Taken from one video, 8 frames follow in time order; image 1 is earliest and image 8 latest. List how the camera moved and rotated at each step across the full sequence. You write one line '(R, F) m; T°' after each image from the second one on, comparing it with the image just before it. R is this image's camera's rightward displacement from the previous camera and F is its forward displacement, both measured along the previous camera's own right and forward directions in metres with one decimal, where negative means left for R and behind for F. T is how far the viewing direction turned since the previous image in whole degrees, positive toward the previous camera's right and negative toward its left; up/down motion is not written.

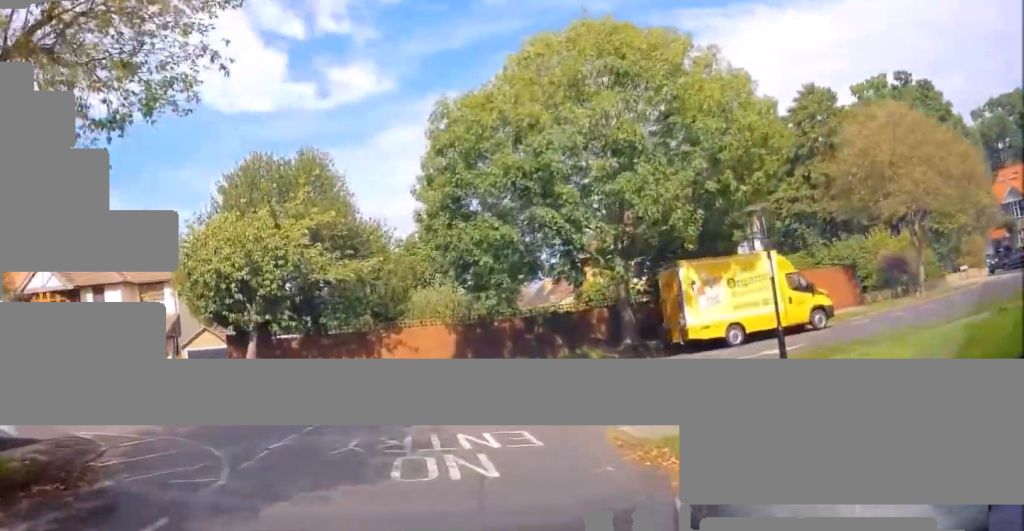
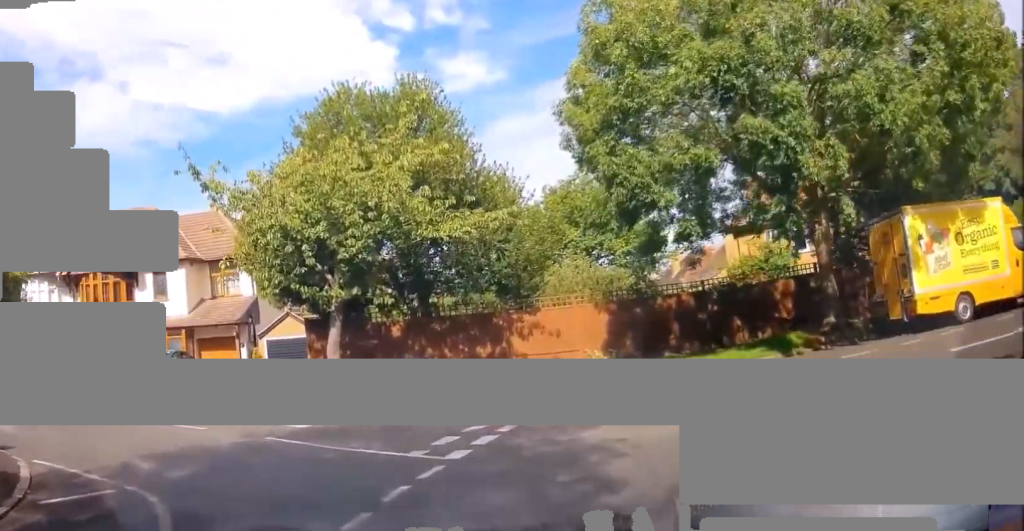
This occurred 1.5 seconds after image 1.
(-0.9, +6.3) m; -16°
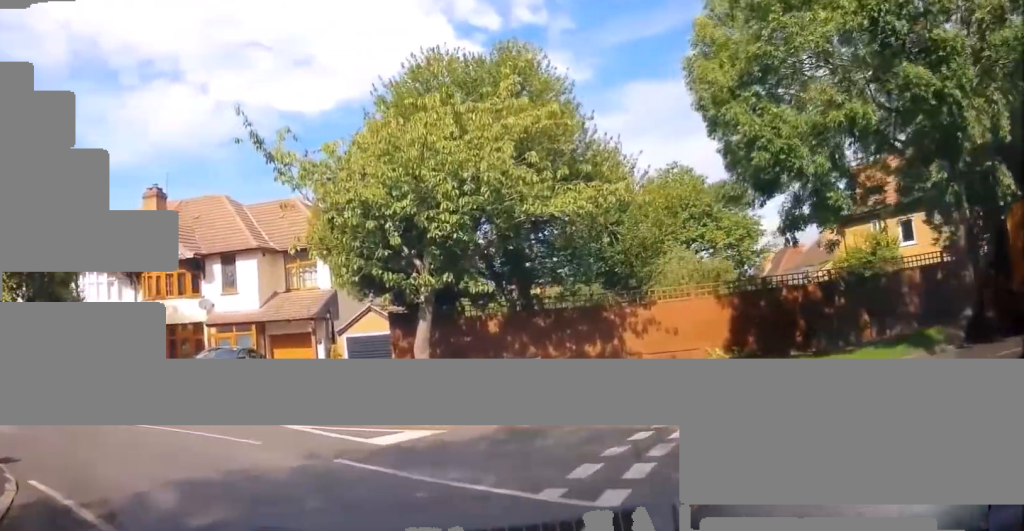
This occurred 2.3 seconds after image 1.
(0.0, +2.7) m; -9°
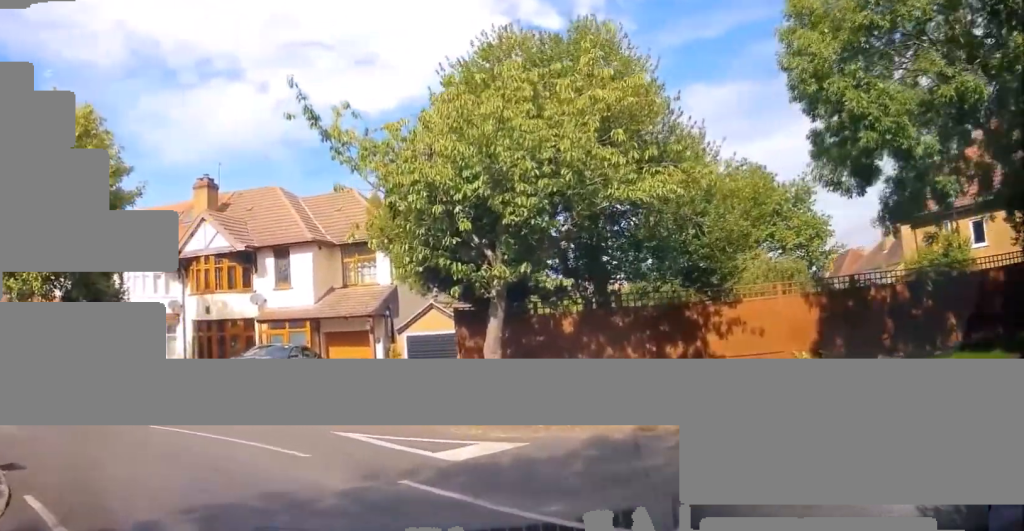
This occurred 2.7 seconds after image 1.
(-0.2, +1.3) m; -5°
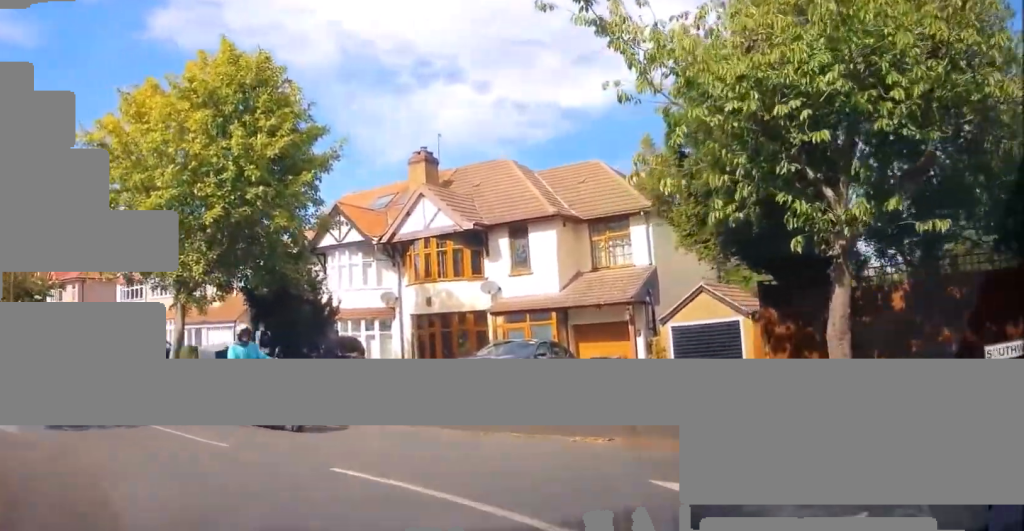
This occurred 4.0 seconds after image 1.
(-0.5, +4.2) m; -21°
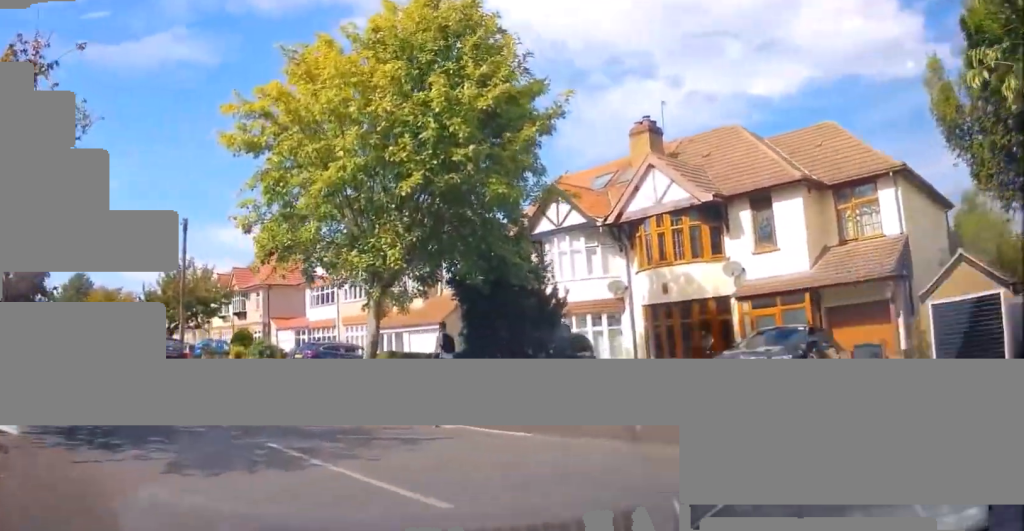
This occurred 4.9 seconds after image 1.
(-0.6, +3.0) m; -18°
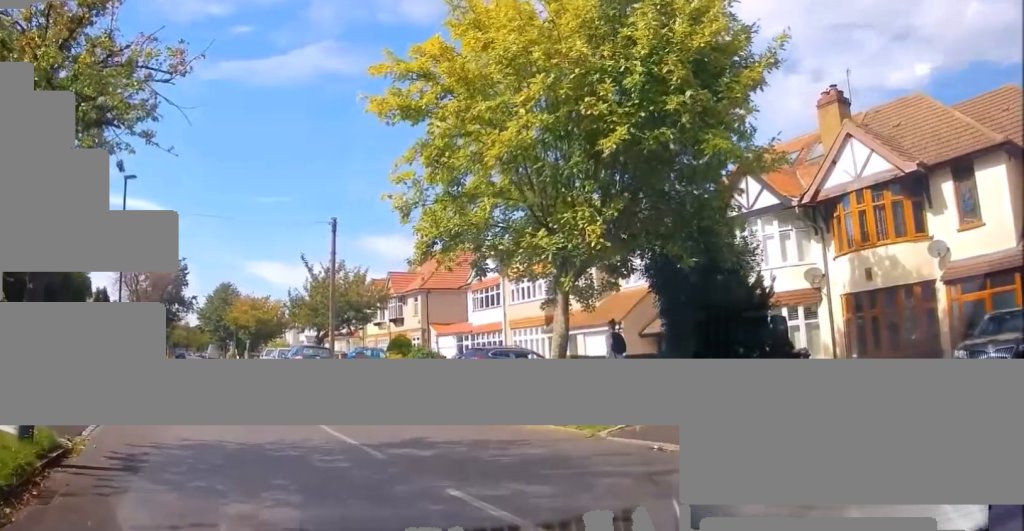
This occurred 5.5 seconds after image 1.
(-0.3, +2.7) m; -9°
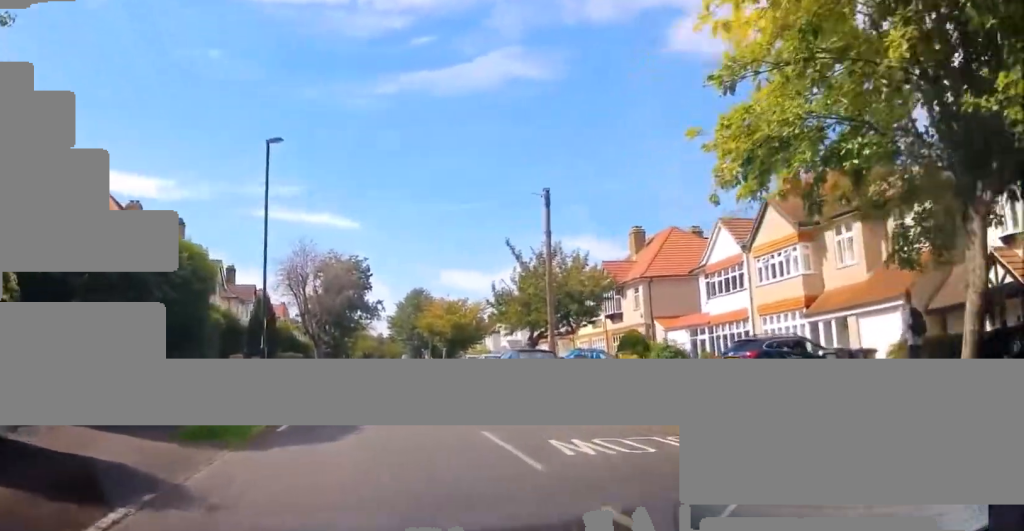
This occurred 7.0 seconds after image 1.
(-0.5, +6.4) m; -10°
